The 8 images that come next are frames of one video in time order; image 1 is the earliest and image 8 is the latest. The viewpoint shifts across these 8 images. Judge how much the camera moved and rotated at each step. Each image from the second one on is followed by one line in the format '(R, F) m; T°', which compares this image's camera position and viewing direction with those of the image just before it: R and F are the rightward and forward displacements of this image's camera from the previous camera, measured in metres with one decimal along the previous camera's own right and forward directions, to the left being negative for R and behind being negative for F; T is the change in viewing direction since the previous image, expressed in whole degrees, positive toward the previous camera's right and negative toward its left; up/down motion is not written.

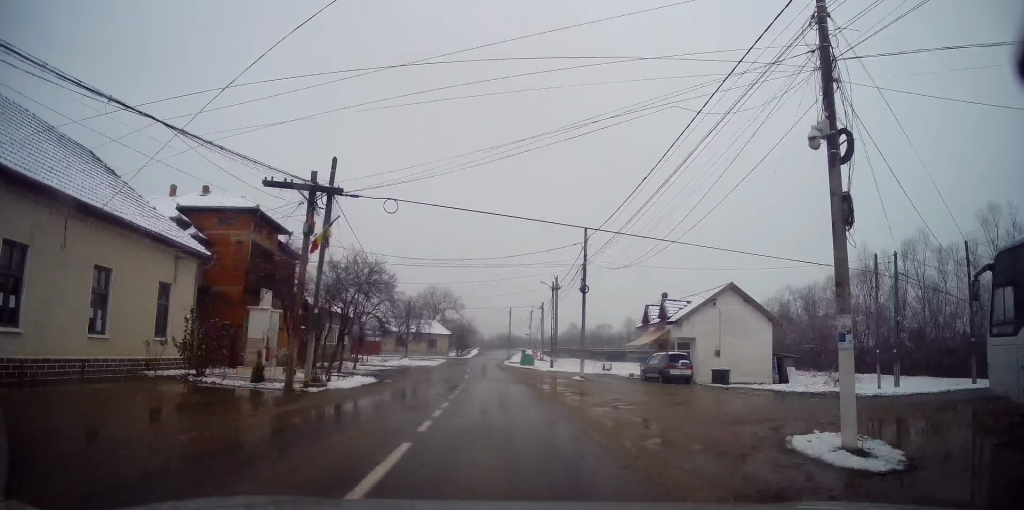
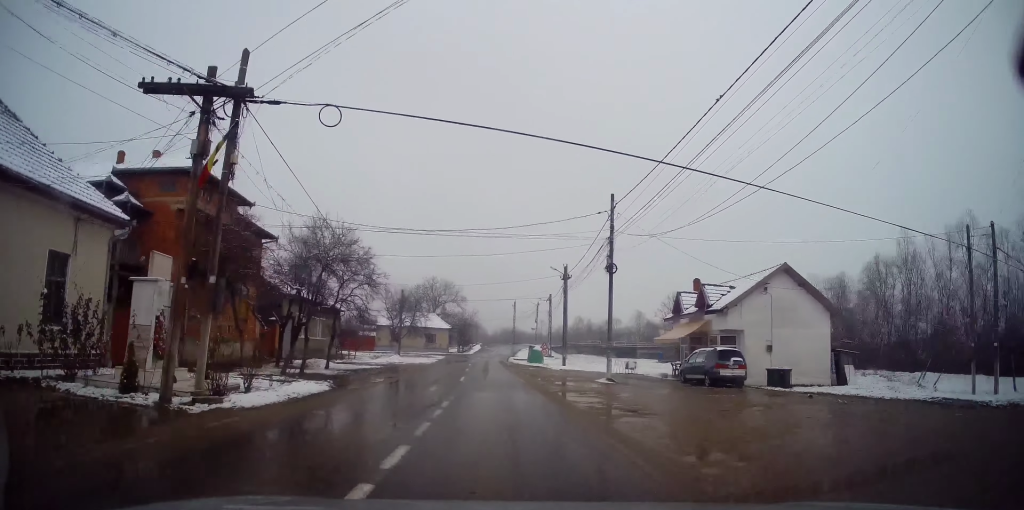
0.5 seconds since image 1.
(0.0, +6.3) m; -1°
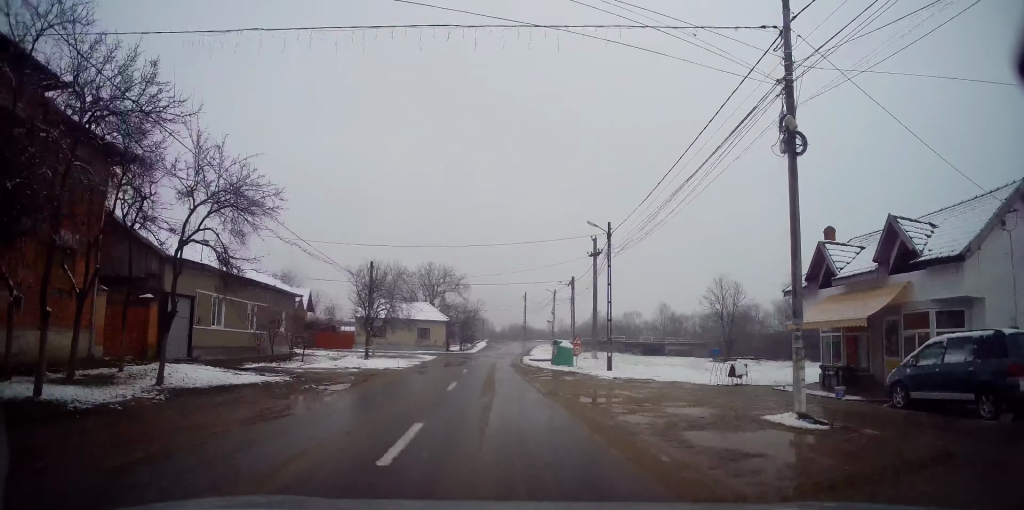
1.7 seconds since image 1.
(-0.2, +15.1) m; -2°
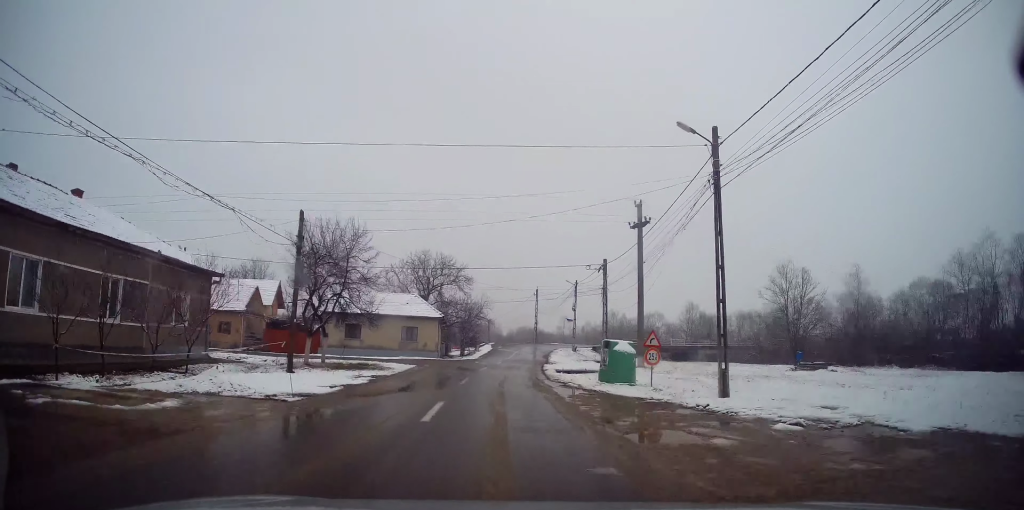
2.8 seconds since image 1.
(-0.1, +14.1) m; +1°
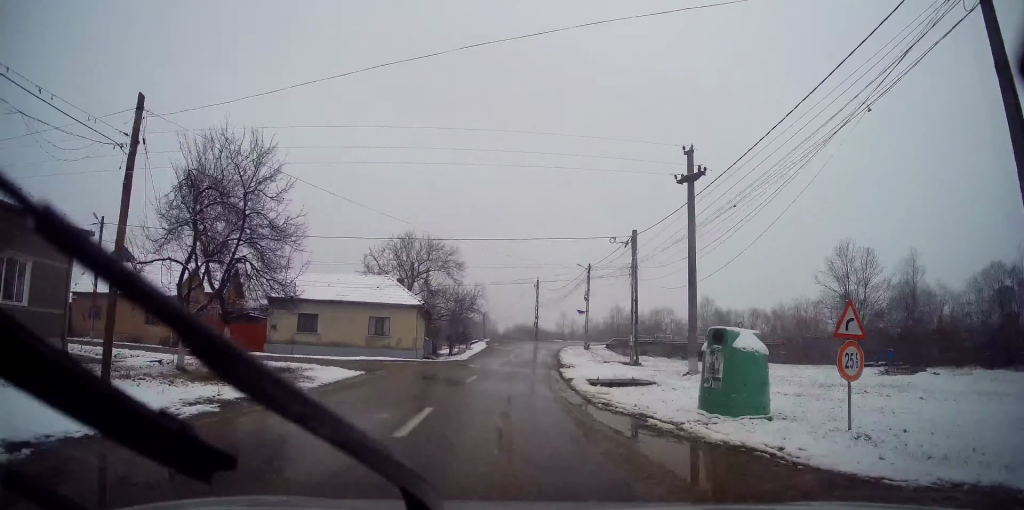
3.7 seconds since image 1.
(+0.2, +10.6) m; +1°
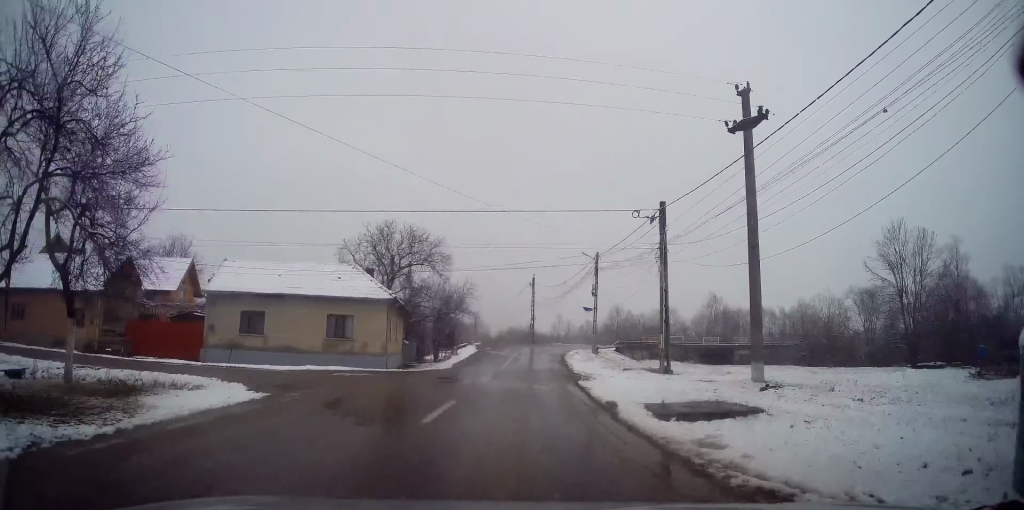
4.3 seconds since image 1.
(0.0, +7.7) m; 0°
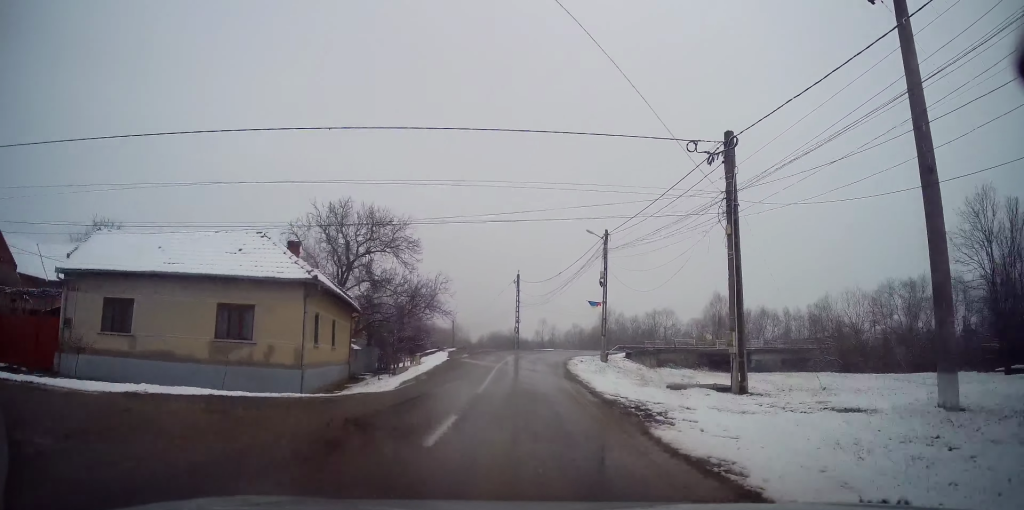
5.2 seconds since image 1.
(-0.1, +10.2) m; +2°
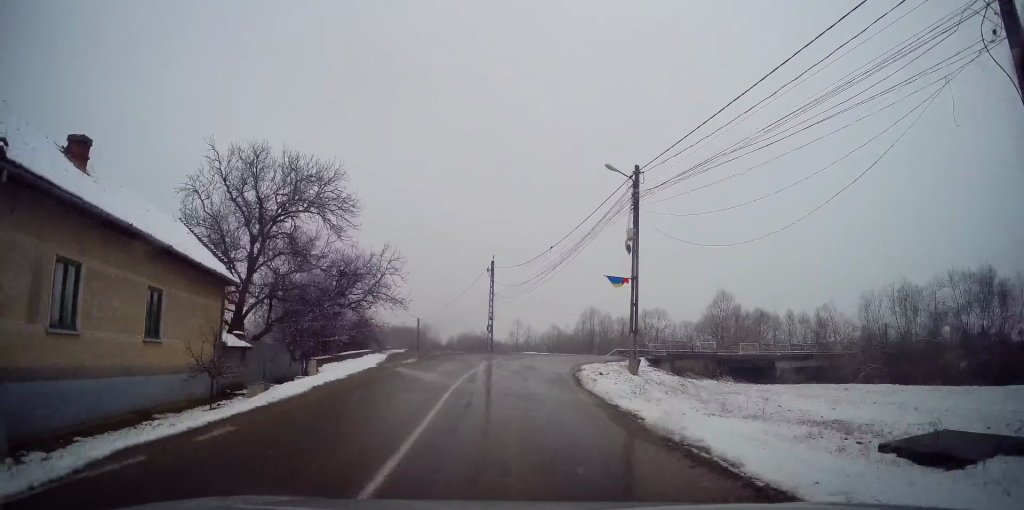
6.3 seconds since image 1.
(+0.5, +12.4) m; +3°
